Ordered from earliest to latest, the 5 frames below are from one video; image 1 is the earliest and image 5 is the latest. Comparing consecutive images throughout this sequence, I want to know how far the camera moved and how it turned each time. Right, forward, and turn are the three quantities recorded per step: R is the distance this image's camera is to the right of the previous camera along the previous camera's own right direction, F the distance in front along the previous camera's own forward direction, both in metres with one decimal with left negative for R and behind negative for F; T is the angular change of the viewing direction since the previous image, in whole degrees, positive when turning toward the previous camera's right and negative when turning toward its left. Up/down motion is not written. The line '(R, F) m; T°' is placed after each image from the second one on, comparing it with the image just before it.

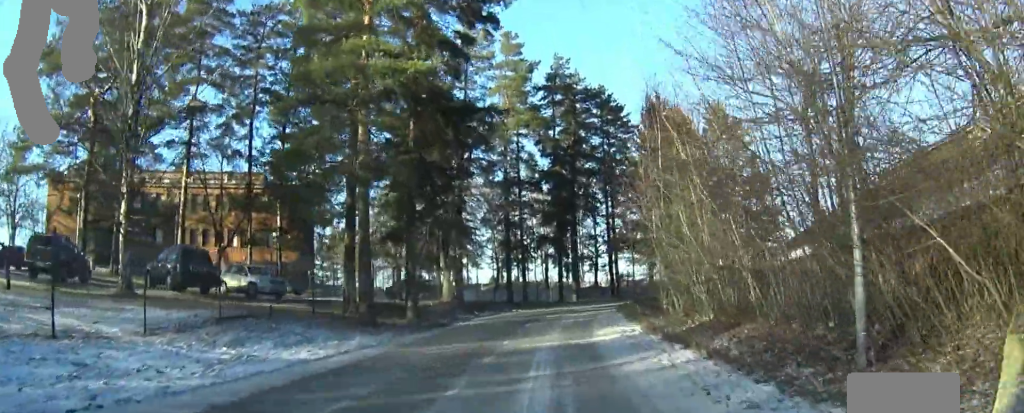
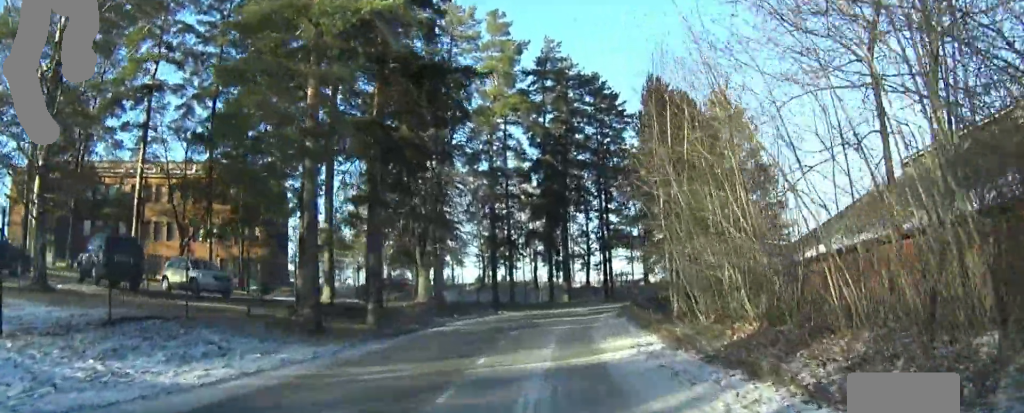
(0.0, +4.3) m; 0°
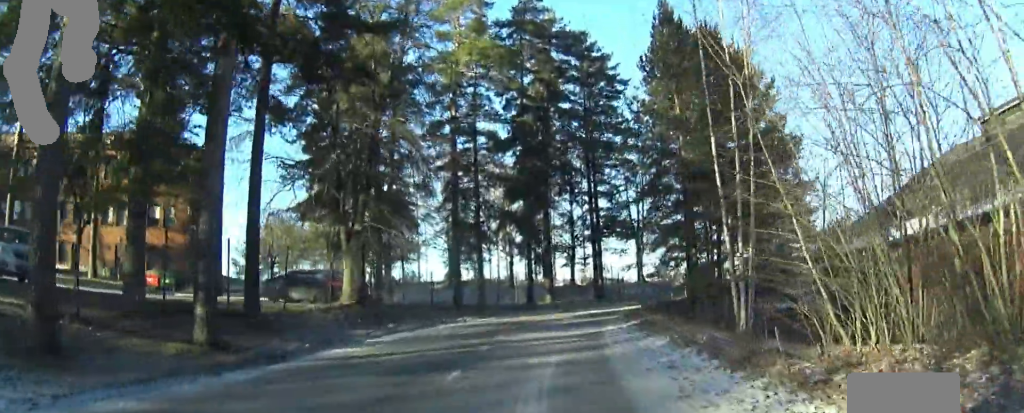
(0.0, +10.1) m; +1°
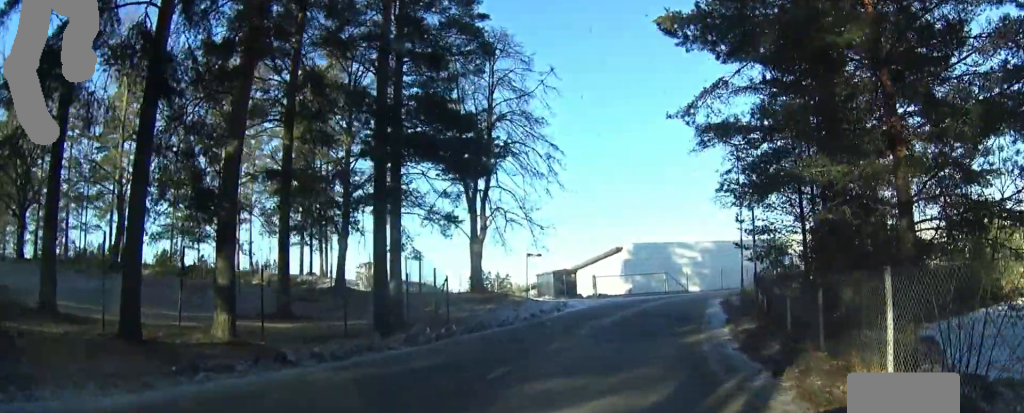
(+2.1, +32.2) m; +12°
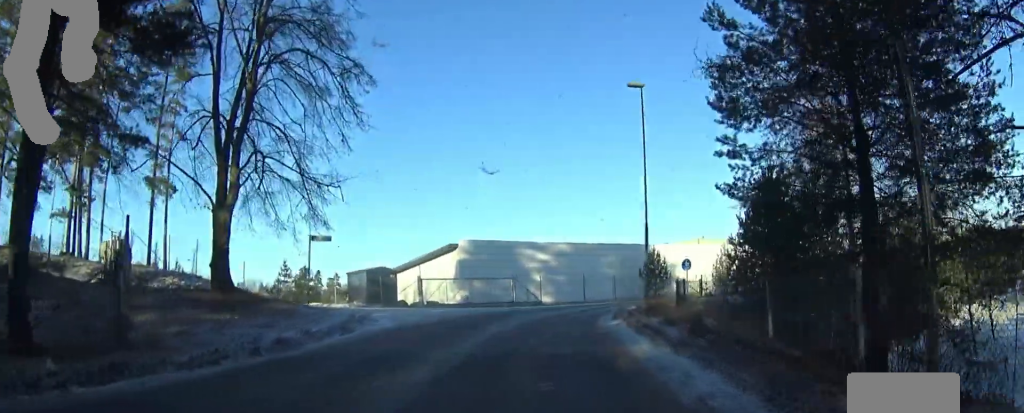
(+1.0, +13.1) m; +12°
